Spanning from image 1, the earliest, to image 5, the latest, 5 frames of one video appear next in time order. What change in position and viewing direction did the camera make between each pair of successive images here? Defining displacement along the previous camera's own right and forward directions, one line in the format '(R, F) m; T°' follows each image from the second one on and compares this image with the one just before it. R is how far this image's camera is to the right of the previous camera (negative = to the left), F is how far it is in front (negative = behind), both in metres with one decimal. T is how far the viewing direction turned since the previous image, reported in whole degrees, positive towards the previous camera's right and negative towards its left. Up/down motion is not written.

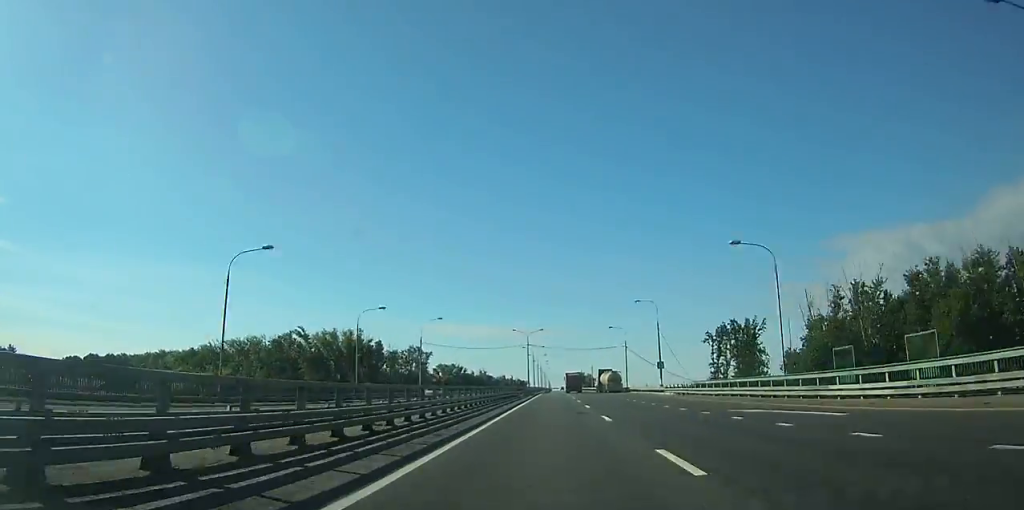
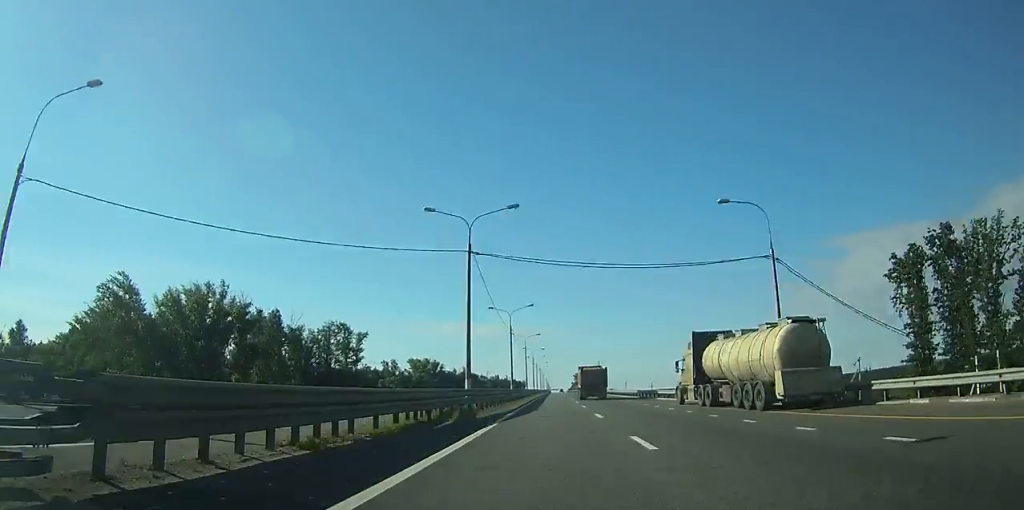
(+0.3, +65.1) m; 0°
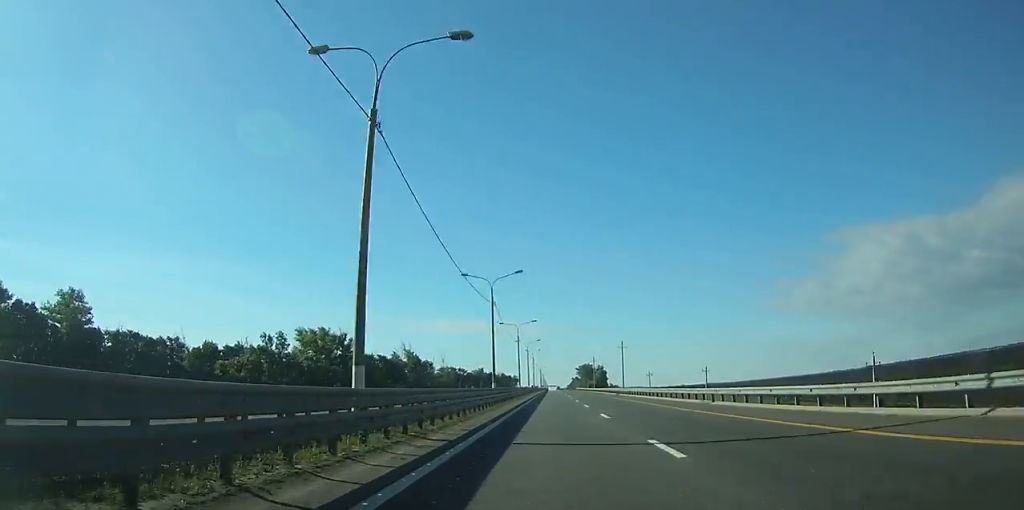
(+0.4, +117.0) m; +1°
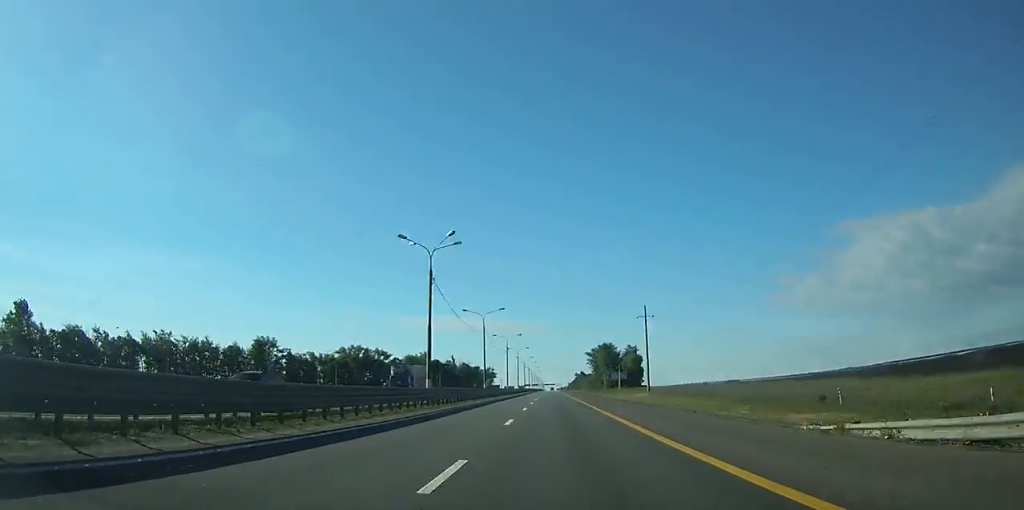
(+0.1, +201.2) m; 0°
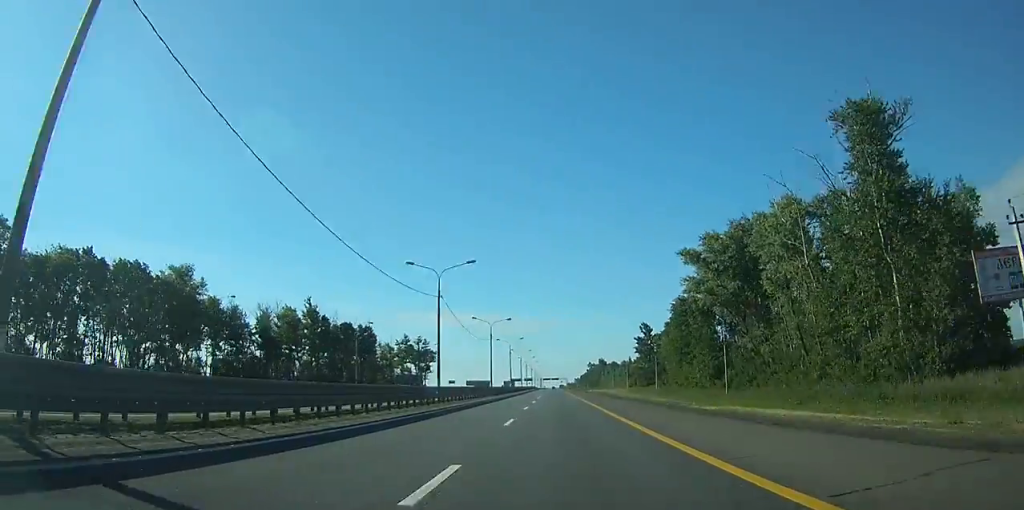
(-0.9, +195.3) m; 0°
